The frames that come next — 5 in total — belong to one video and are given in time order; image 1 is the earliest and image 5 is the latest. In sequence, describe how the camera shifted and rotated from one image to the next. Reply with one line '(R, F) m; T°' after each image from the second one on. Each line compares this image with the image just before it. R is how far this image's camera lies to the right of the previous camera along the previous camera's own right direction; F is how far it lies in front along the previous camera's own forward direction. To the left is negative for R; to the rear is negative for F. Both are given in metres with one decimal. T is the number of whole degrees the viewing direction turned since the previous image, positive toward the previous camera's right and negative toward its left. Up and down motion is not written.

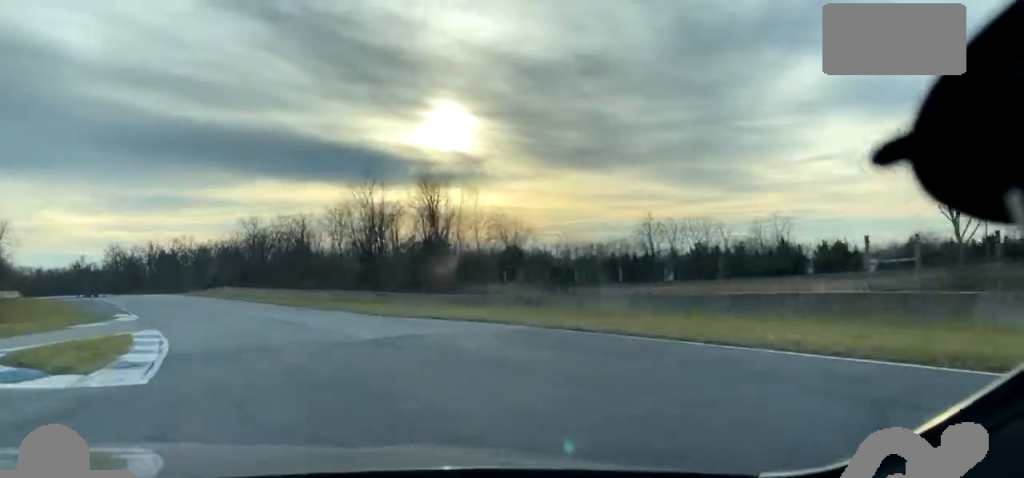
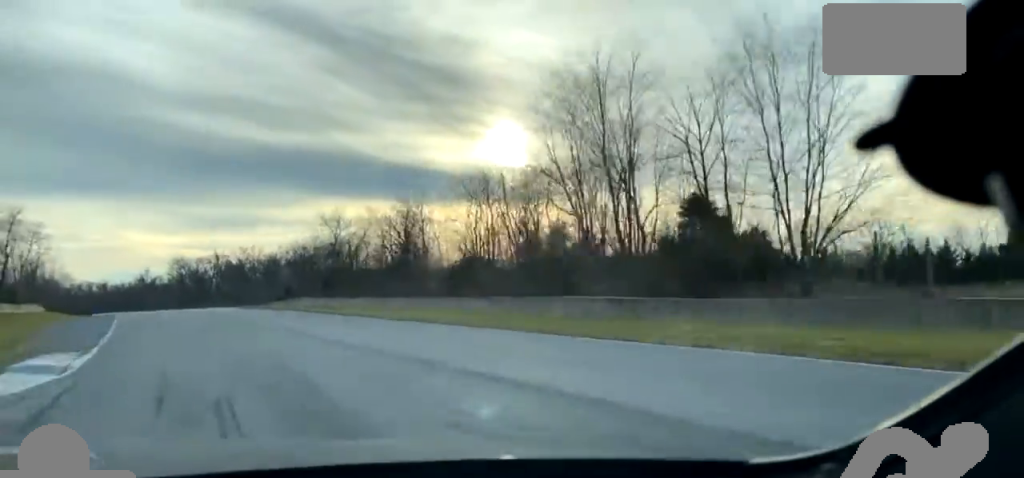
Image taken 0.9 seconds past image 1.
(-0.8, +39.8) m; -3°
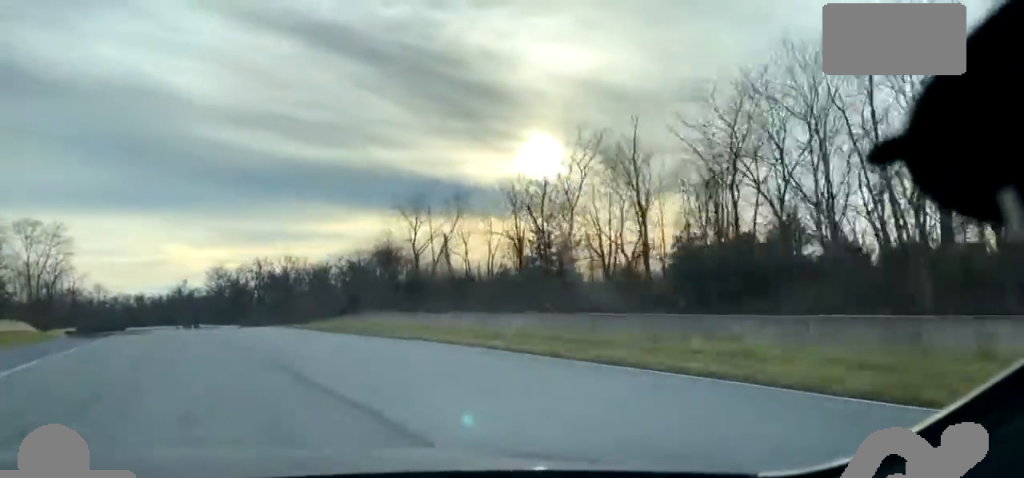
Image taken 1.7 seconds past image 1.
(-1.3, +33.5) m; -2°
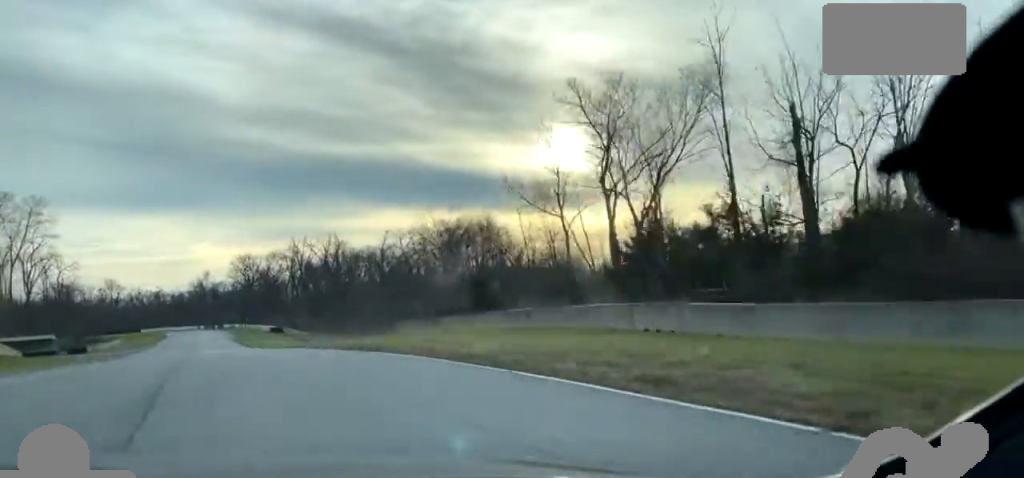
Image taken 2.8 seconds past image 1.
(-0.6, +47.0) m; -1°
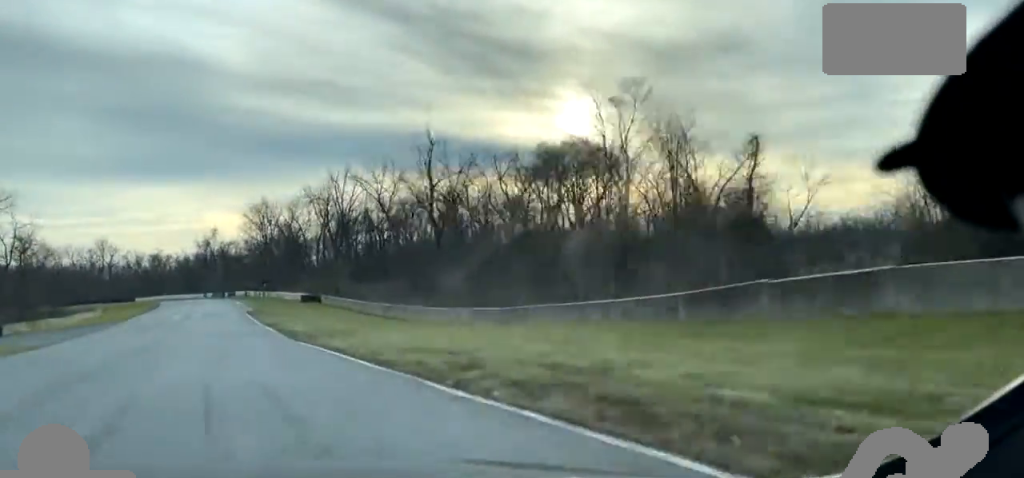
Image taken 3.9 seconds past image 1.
(-0.6, +49.4) m; -1°
